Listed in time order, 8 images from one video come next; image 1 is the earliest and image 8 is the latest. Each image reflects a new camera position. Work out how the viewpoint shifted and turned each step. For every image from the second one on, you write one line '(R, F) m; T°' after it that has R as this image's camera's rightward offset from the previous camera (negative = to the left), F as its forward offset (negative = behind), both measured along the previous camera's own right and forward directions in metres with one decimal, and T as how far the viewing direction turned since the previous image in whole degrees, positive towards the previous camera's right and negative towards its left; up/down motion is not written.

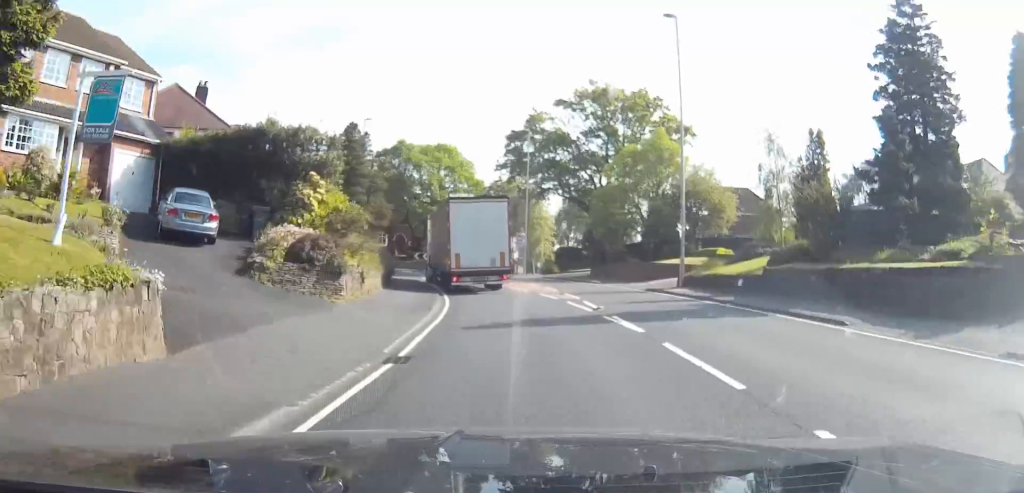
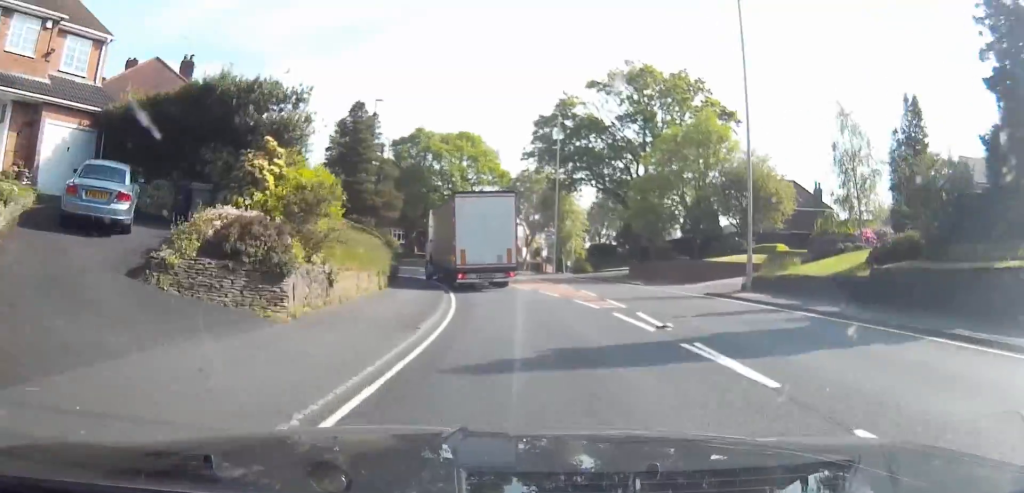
(-0.2, +6.4) m; -2°
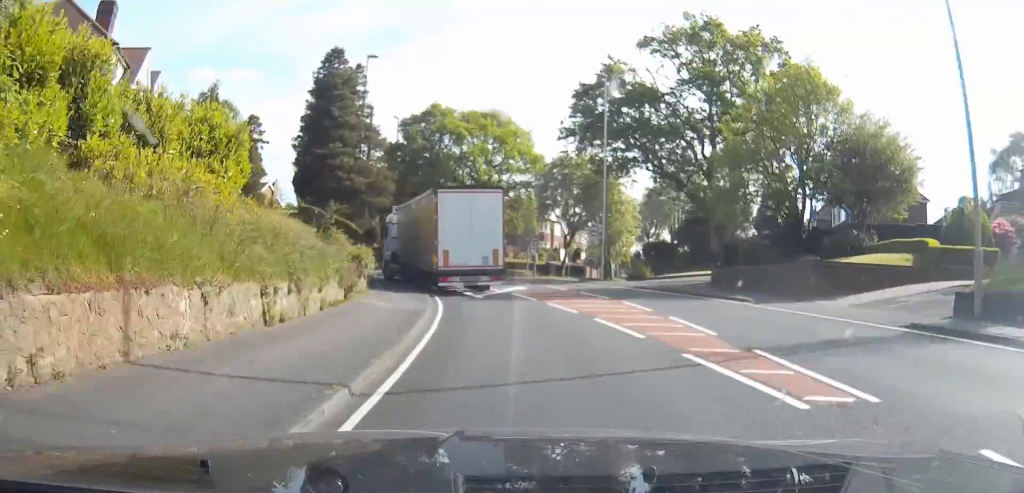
(-0.4, +12.8) m; -4°
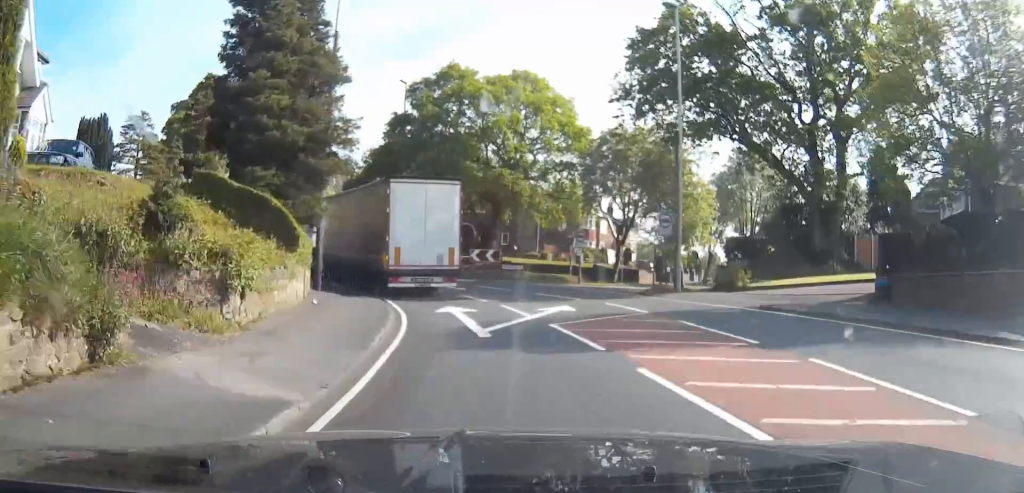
(-0.5, +12.8) m; -5°
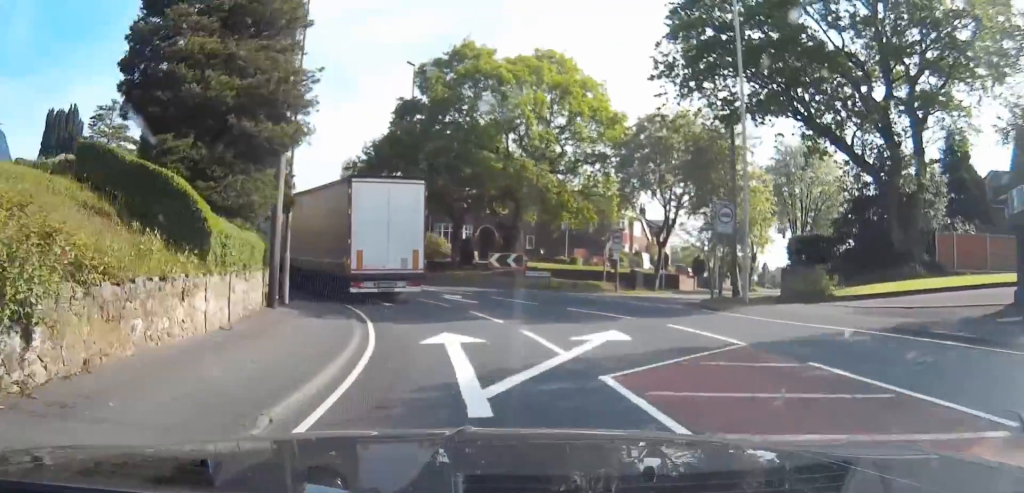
(0.0, +6.3) m; -5°
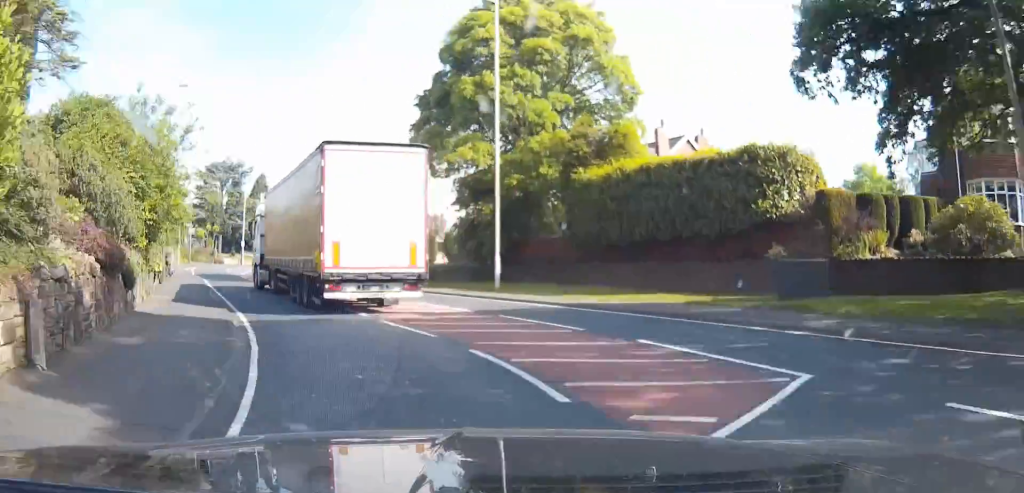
(-5.4, +29.3) m; -29°
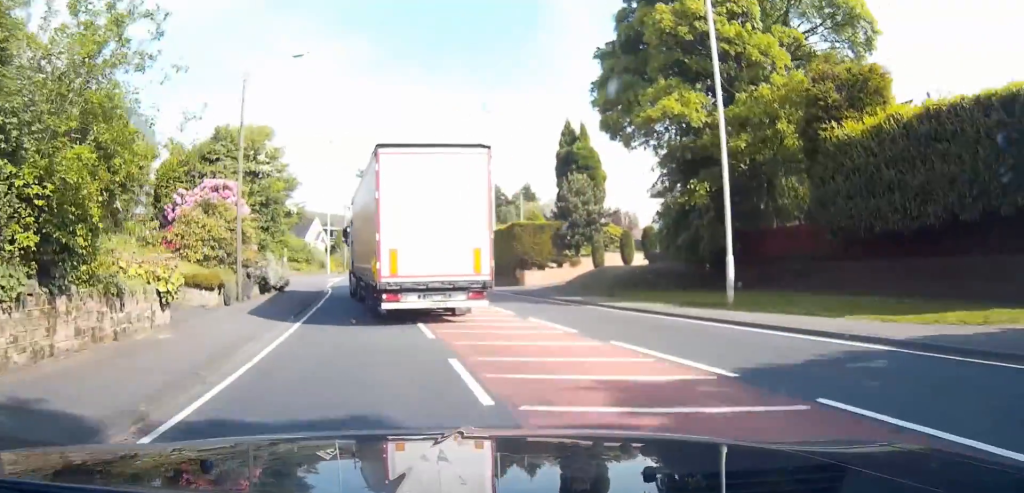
(-2.4, +9.3) m; -15°
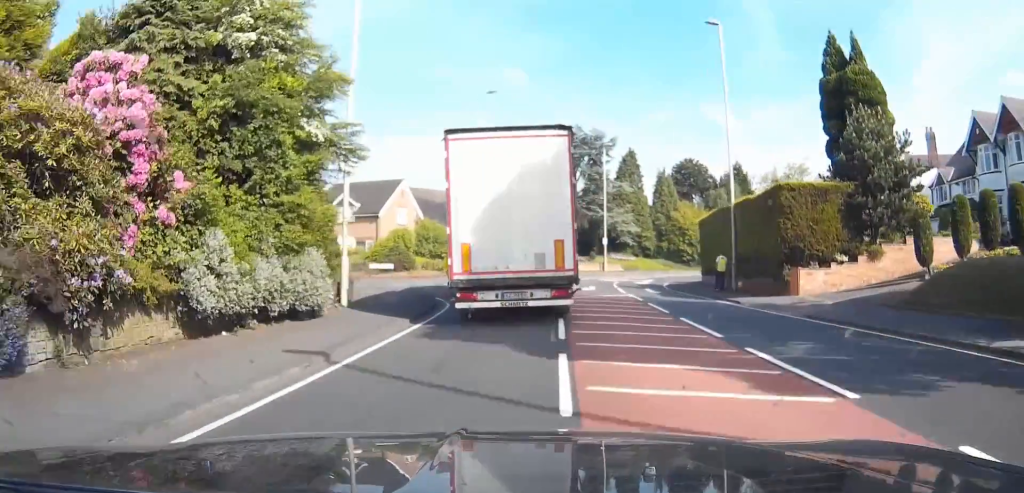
(-2.3, +18.3) m; -8°
